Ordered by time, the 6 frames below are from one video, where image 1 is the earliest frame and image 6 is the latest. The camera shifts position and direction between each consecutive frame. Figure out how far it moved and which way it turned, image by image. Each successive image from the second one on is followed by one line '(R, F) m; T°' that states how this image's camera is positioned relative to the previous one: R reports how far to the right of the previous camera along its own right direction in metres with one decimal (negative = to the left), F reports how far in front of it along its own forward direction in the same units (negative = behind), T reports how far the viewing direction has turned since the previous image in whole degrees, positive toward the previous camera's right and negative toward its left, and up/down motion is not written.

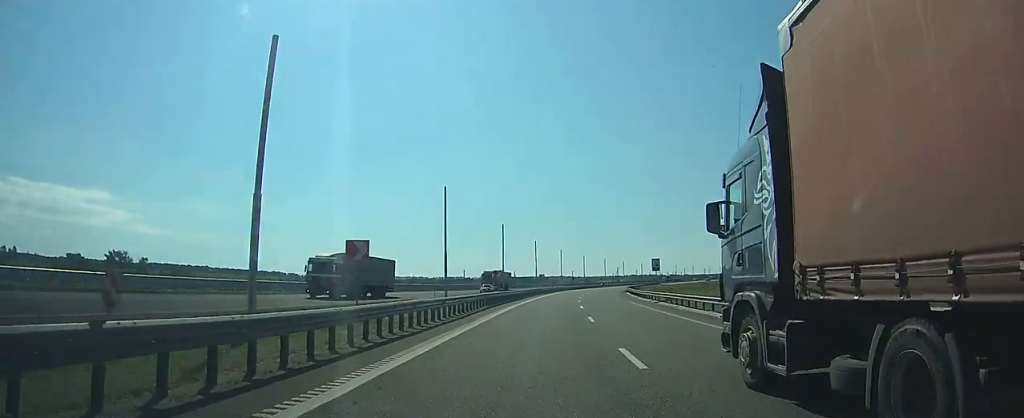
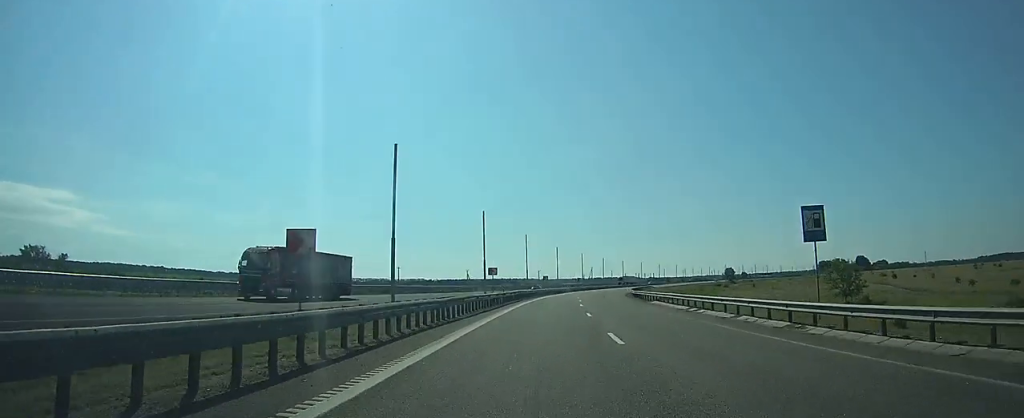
(+1.5, +44.1) m; +3°
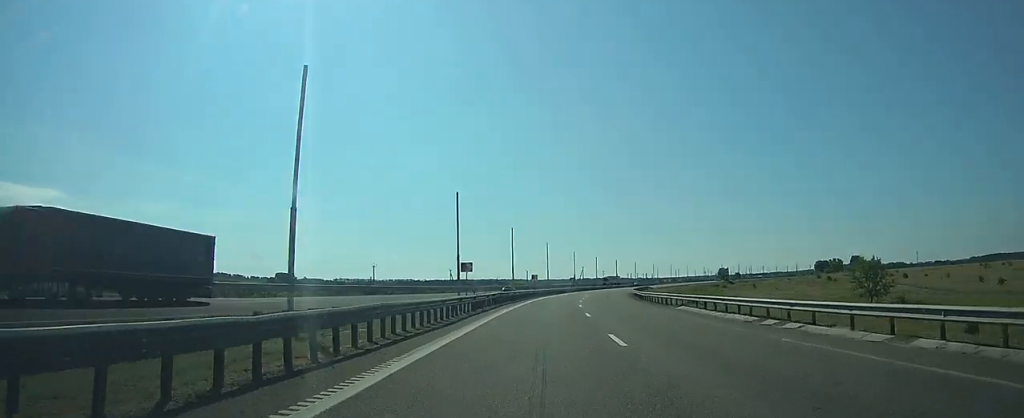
(-0.1, +12.3) m; +1°
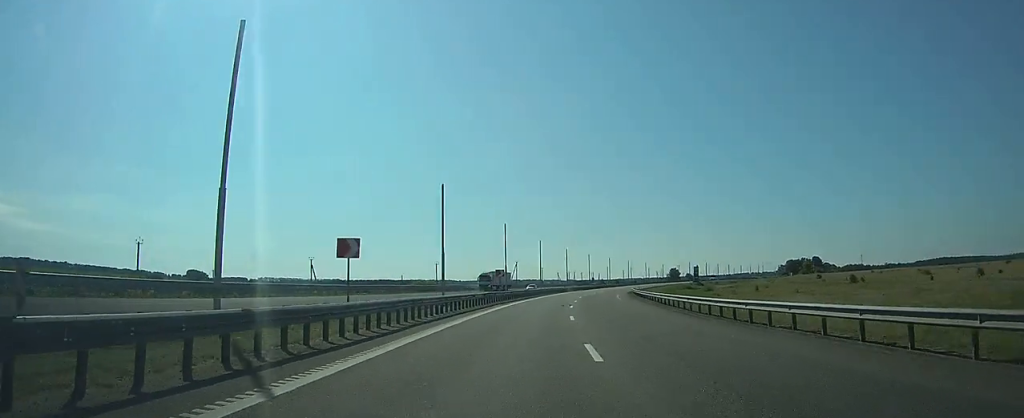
(+3.4, +62.5) m; +6°
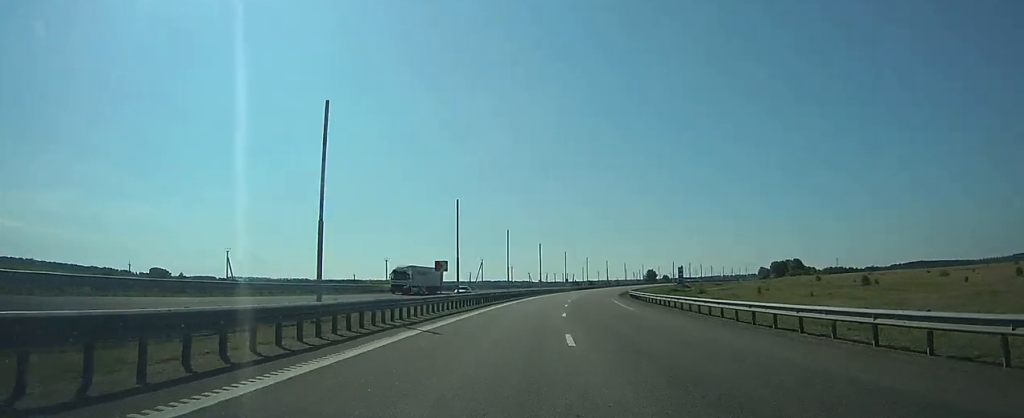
(+0.2, +21.2) m; +3°
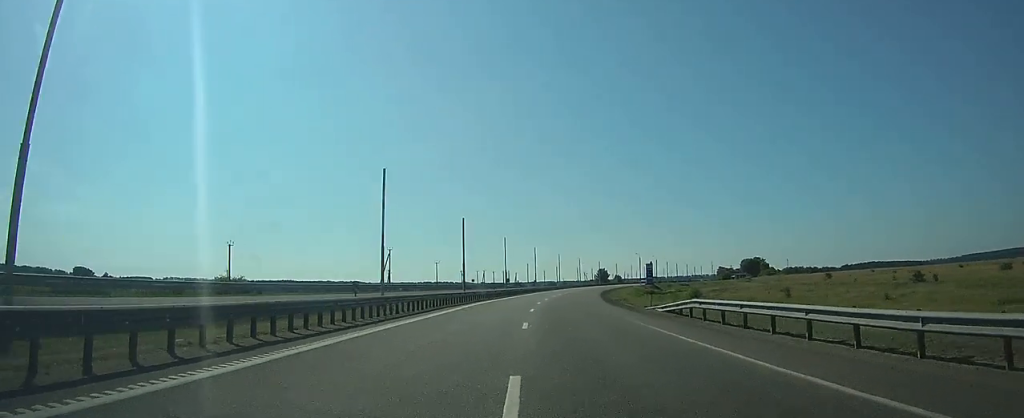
(+2.0, +43.3) m; +4°
